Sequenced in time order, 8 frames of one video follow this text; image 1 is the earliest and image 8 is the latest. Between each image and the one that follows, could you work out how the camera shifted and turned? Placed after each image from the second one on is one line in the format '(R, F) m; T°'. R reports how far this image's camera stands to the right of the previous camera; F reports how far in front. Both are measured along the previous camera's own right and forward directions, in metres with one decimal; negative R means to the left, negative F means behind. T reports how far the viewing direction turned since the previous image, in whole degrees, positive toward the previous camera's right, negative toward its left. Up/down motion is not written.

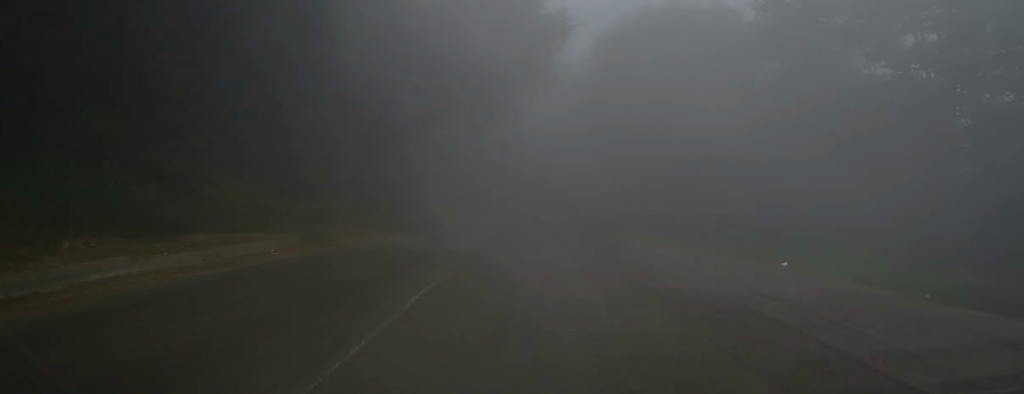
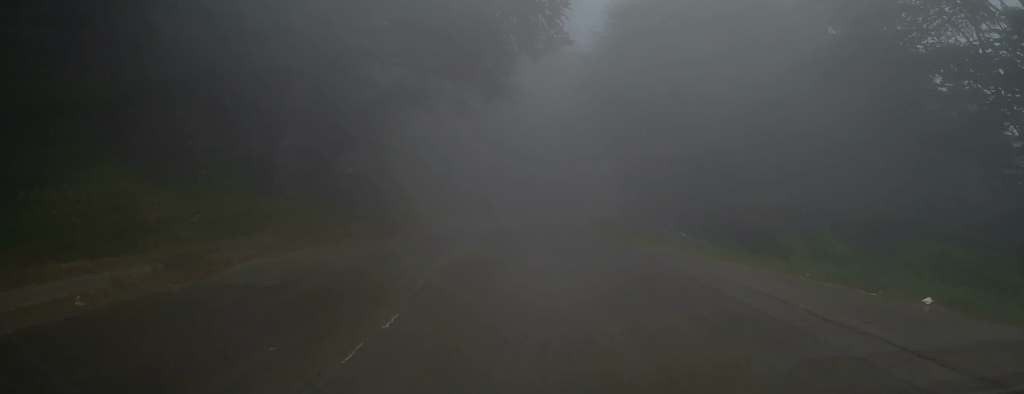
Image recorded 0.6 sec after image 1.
(+0.1, +6.8) m; 0°
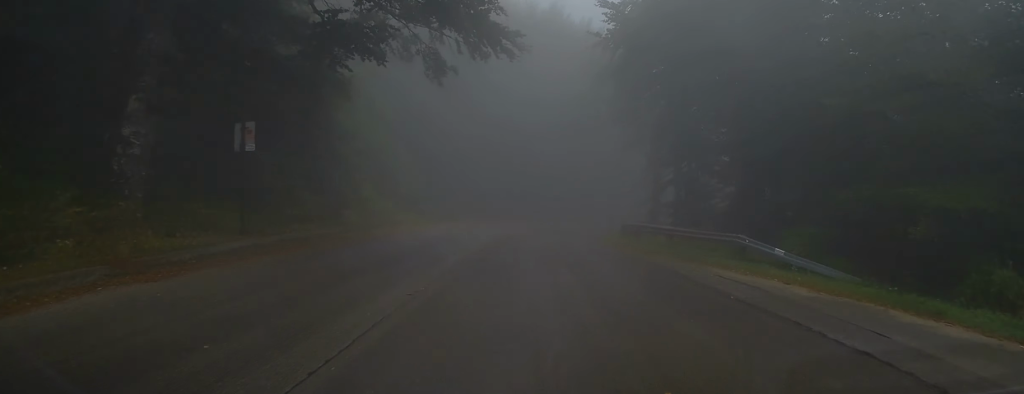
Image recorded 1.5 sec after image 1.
(0.0, +8.8) m; -1°
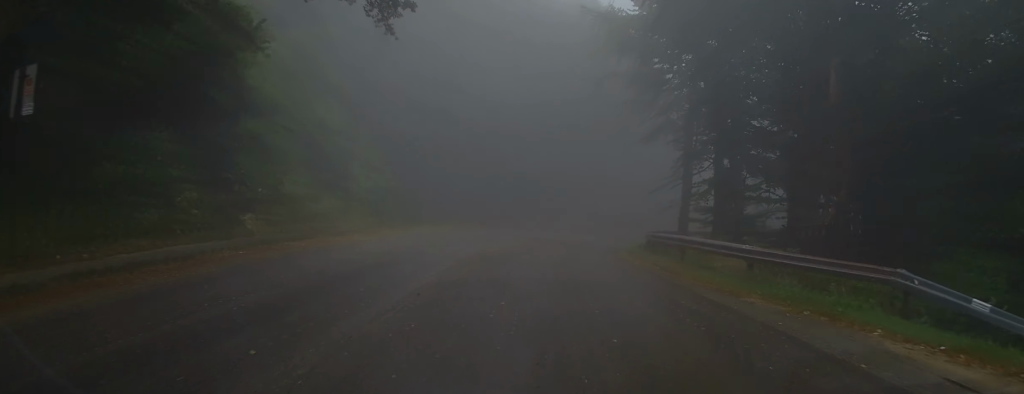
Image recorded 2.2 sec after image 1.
(0.0, +7.2) m; -1°
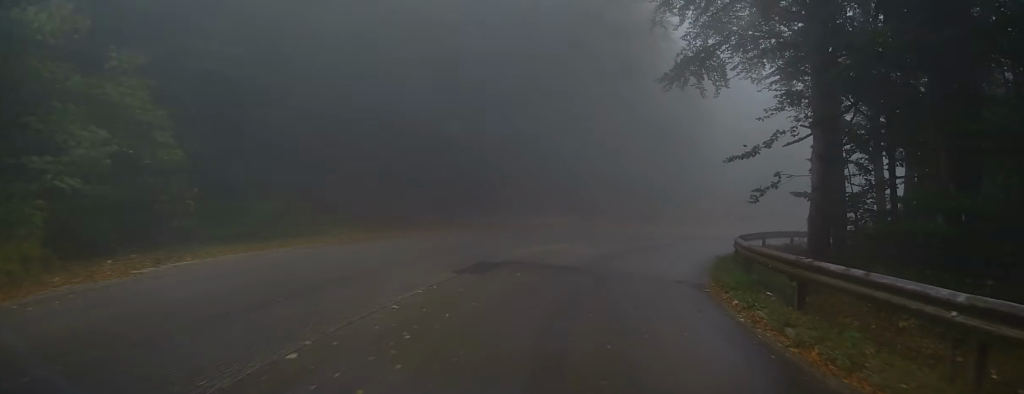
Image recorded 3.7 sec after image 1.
(+0.5, +14.9) m; +11°
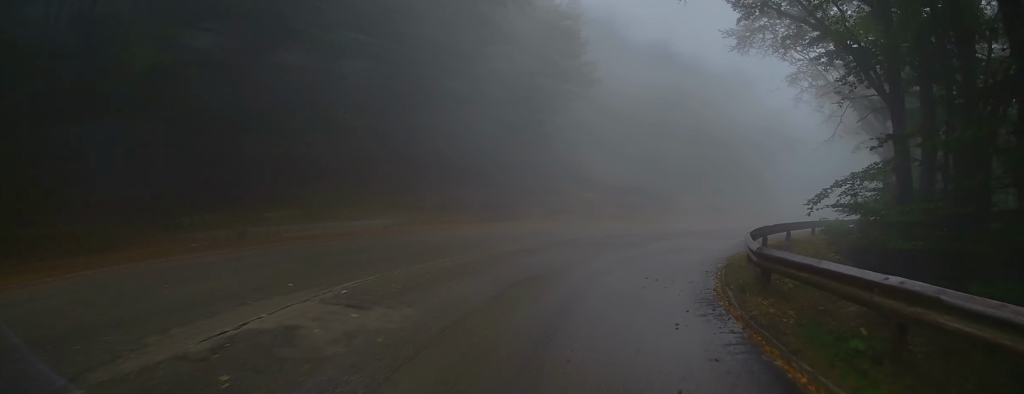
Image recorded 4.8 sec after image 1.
(+1.7, +11.1) m; +12°
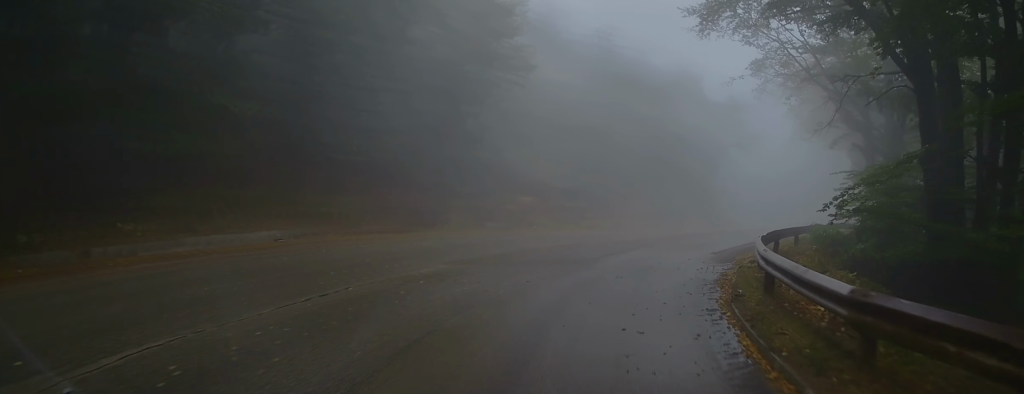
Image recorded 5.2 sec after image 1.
(+0.1, +3.9) m; +4°
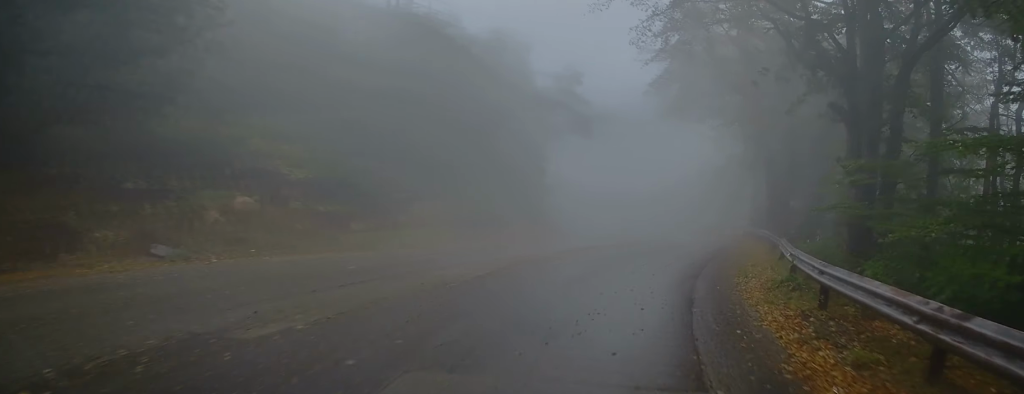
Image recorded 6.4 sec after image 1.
(+1.0, +11.5) m; +15°
